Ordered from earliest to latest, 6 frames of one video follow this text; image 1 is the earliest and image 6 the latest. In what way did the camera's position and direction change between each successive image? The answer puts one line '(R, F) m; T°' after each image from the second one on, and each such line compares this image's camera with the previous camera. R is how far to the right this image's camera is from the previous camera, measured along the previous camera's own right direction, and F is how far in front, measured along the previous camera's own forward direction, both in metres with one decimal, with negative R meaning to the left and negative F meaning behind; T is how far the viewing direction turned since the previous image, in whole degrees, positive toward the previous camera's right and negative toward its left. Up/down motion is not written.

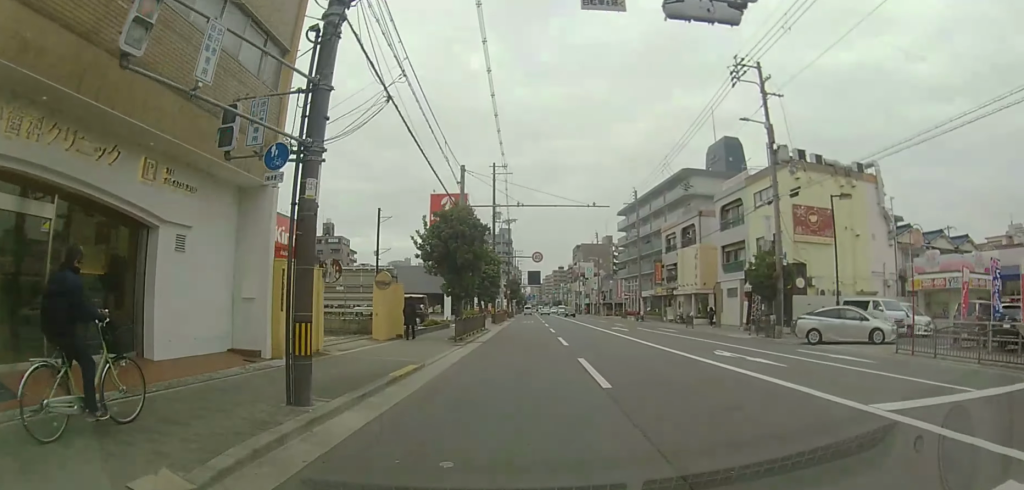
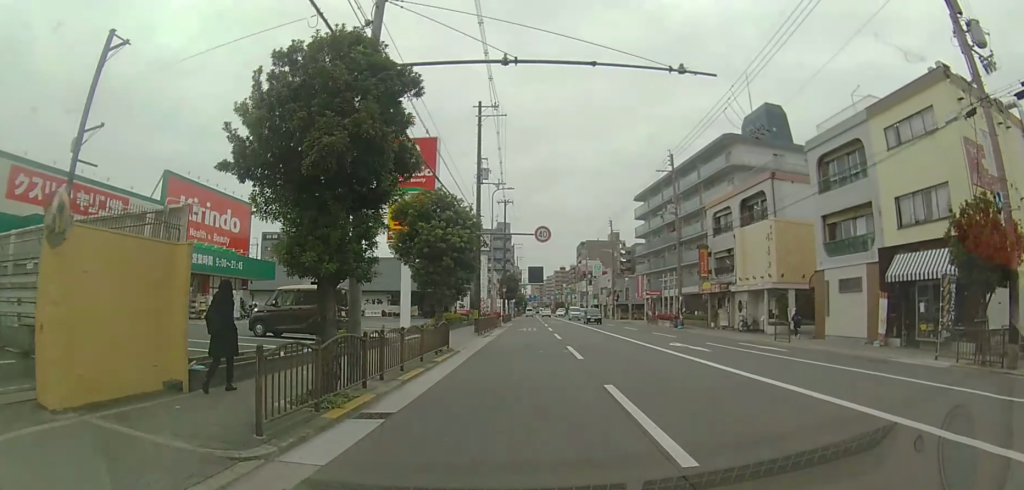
(0.0, +13.7) m; 0°
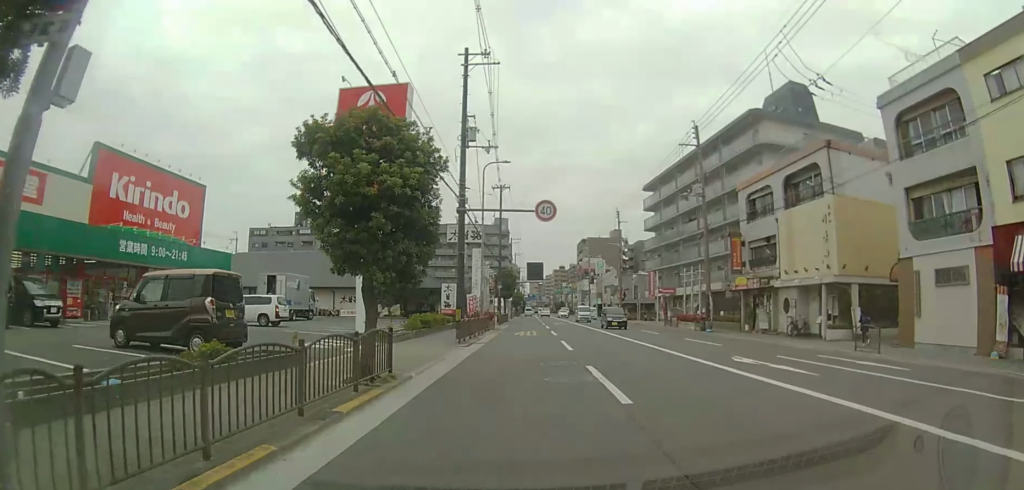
(0.0, +6.5) m; 0°
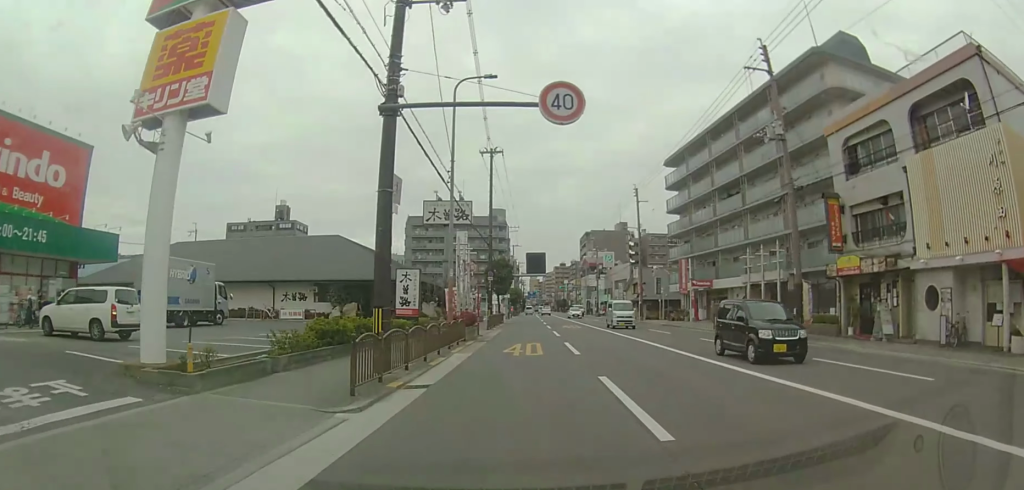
(0.0, +12.0) m; 0°
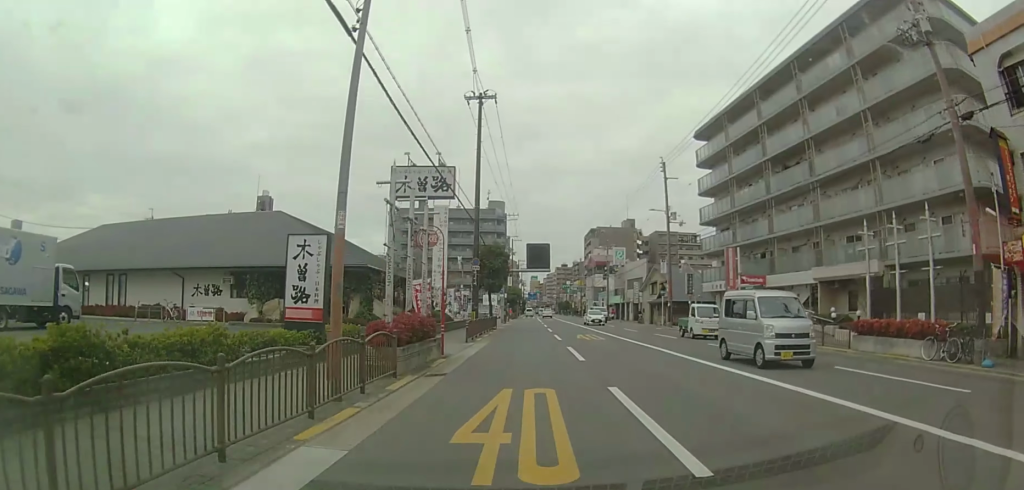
(0.0, +10.6) m; 0°
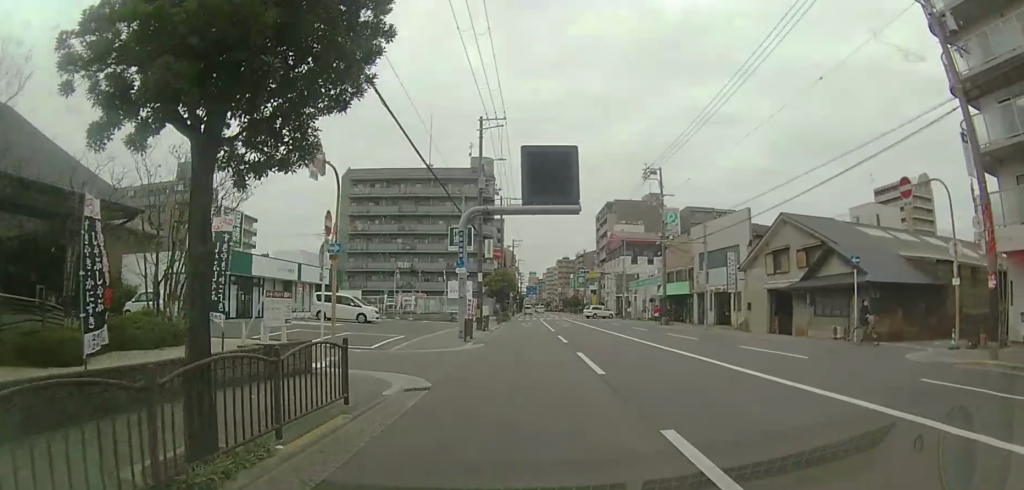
(0.0, +33.4) m; +1°
